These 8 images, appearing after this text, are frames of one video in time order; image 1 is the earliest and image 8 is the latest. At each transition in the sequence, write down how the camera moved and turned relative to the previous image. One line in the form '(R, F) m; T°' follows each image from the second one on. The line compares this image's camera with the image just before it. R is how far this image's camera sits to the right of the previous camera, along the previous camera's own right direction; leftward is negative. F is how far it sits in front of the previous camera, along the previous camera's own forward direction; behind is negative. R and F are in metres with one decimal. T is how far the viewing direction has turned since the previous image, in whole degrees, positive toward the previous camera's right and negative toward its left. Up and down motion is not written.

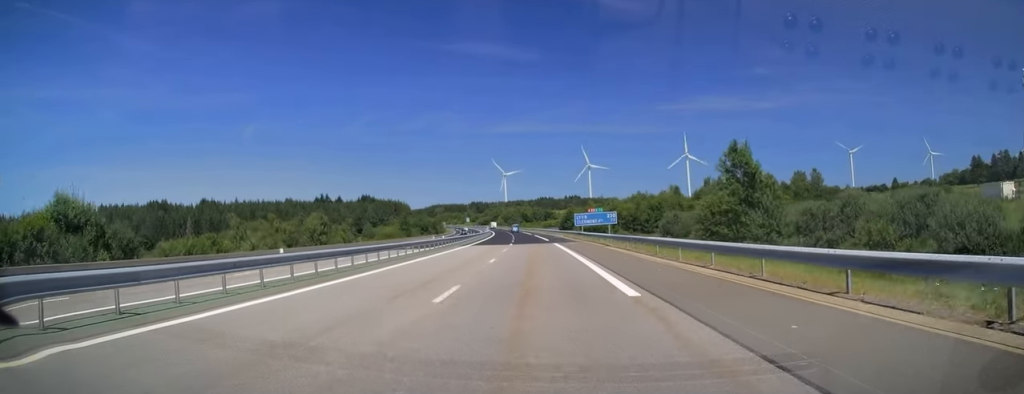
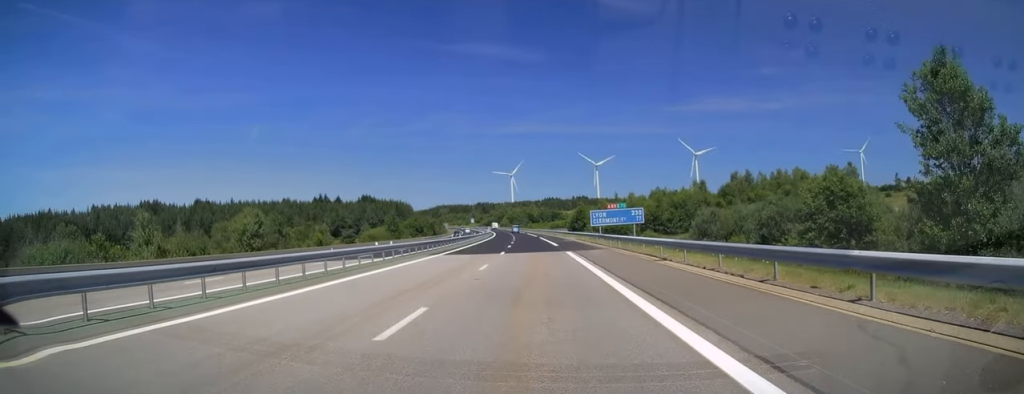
(-0.1, +16.9) m; -1°
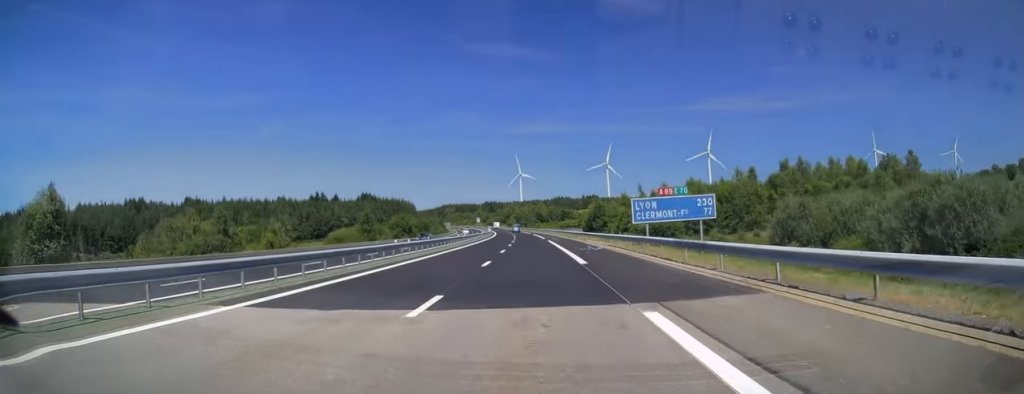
(-0.1, +24.1) m; -1°
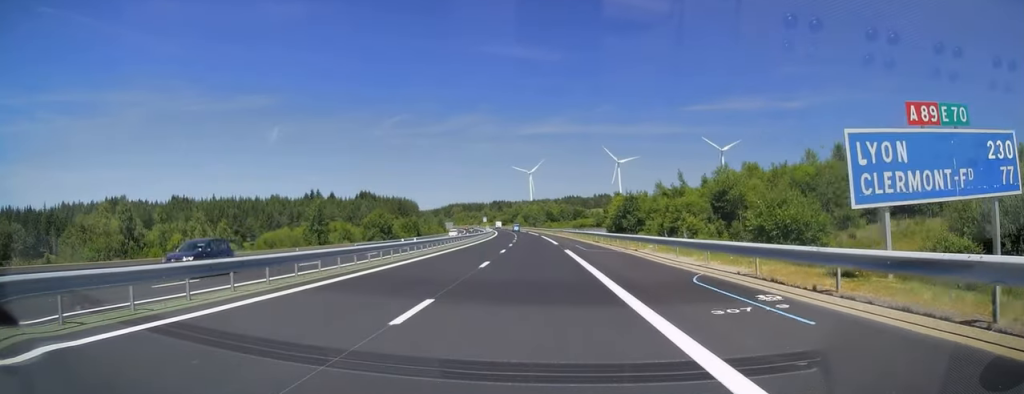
(-0.3, +26.7) m; -1°
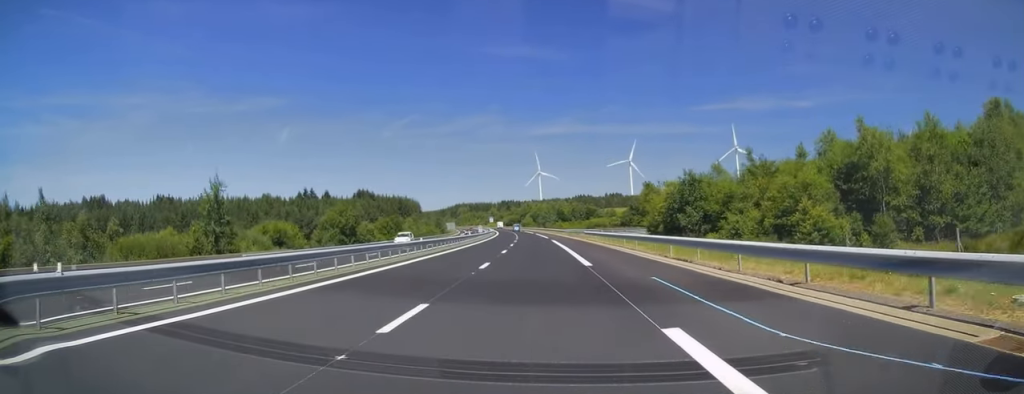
(-0.2, +26.7) m; -1°
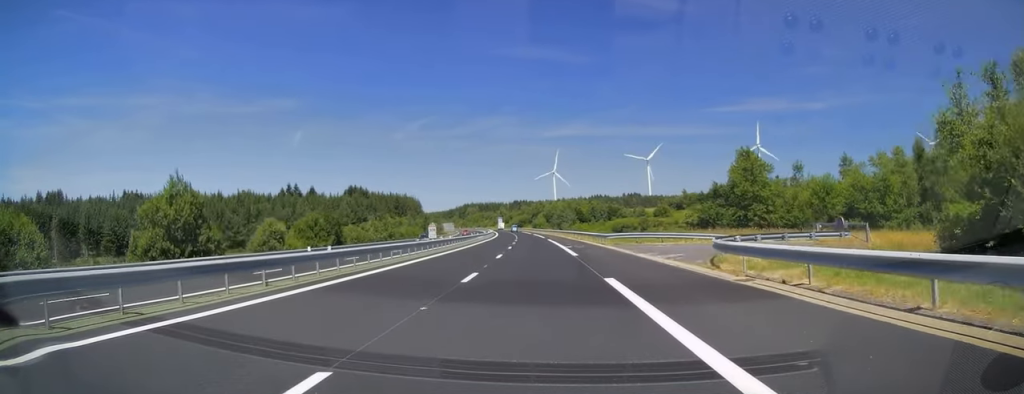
(-0.3, +44.2) m; -1°
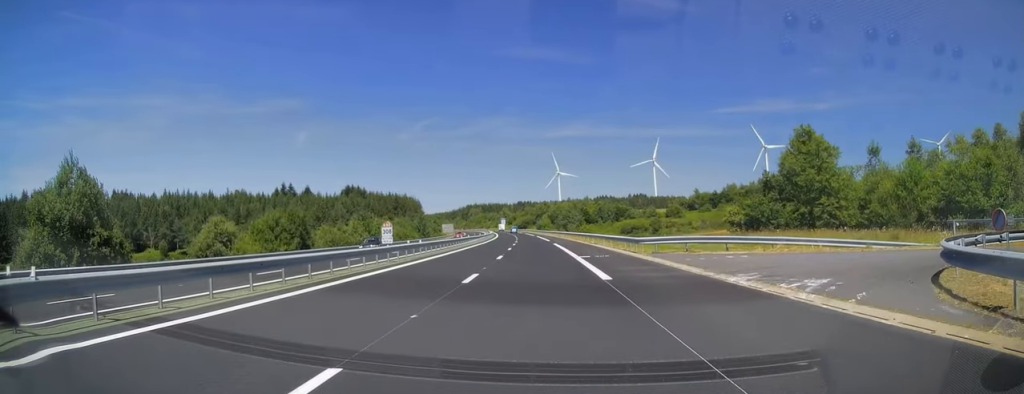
(-0.2, +12.8) m; -1°
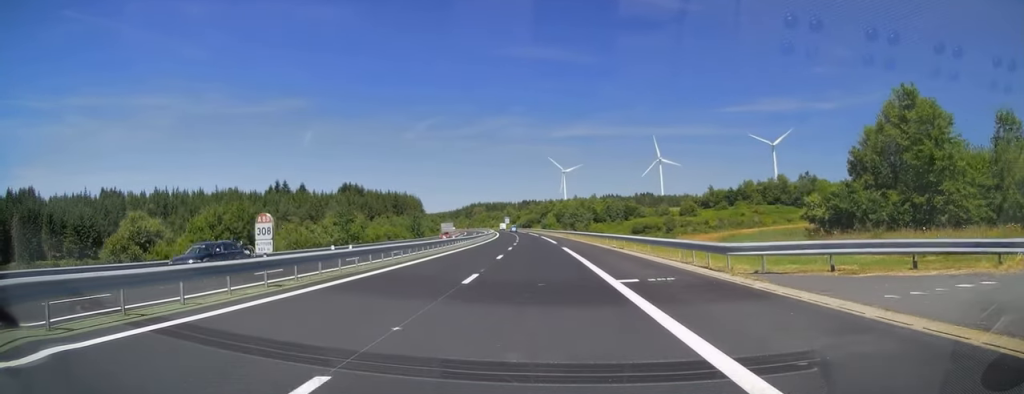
(-0.1, +13.4) m; -1°
